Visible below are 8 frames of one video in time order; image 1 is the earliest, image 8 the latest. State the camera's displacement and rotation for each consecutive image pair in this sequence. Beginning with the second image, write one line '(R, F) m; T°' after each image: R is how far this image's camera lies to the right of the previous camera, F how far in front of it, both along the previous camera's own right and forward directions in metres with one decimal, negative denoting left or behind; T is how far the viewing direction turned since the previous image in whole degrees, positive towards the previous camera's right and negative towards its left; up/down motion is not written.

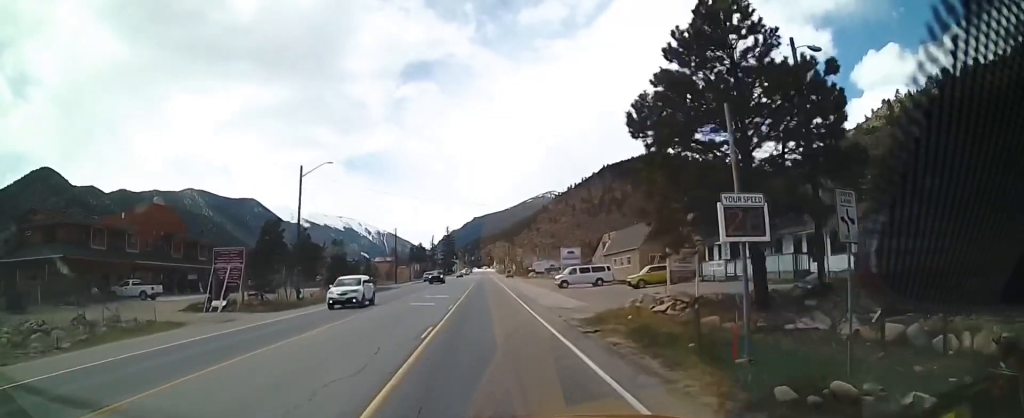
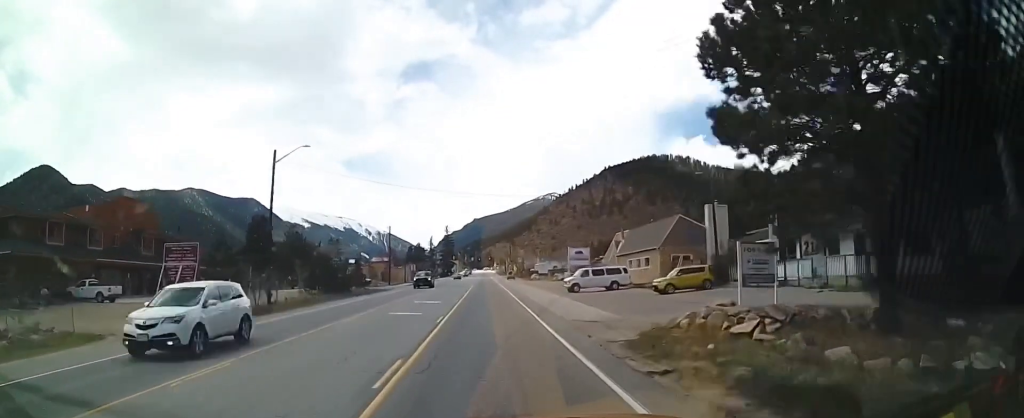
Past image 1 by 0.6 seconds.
(-0.3, +7.0) m; 0°
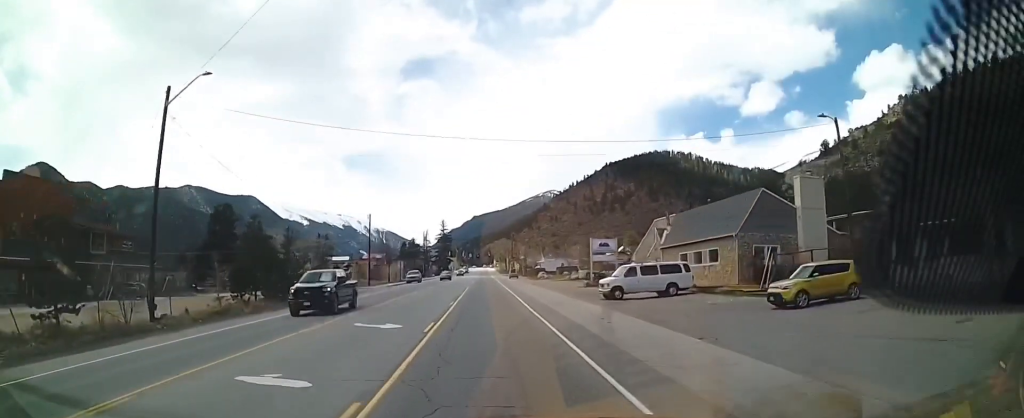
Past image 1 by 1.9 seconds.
(+0.5, +16.4) m; +3°
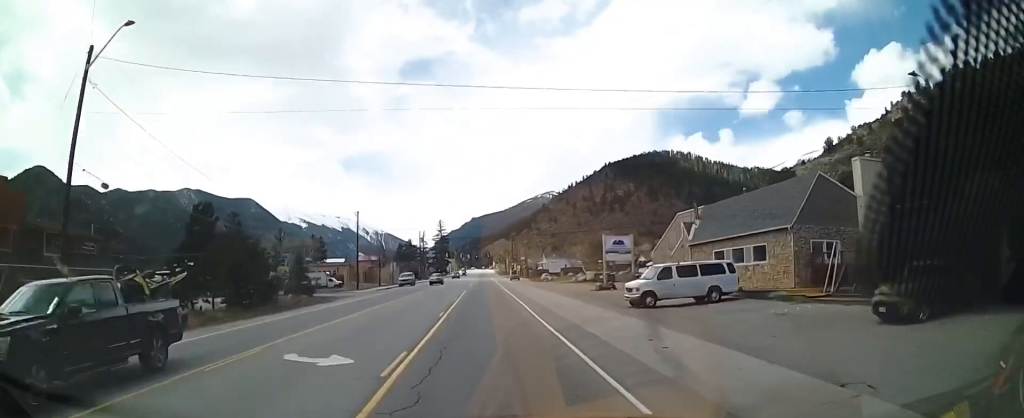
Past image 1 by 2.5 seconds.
(-0.1, +7.0) m; 0°
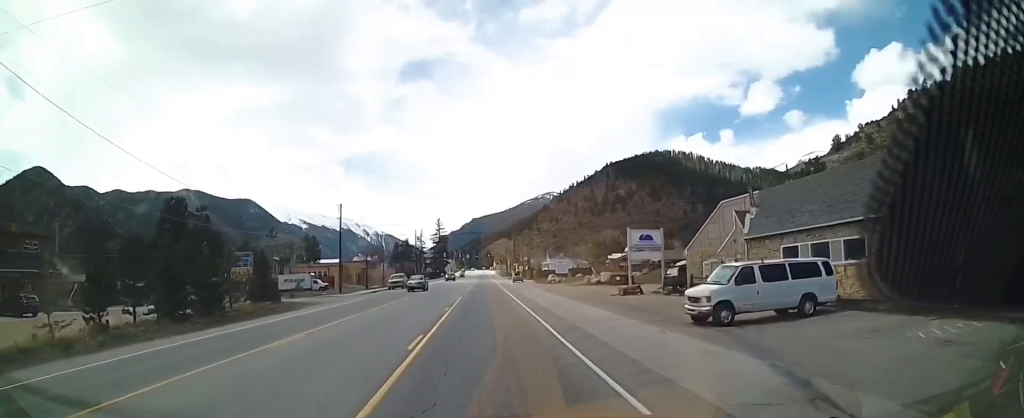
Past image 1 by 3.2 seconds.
(0.0, +9.0) m; 0°
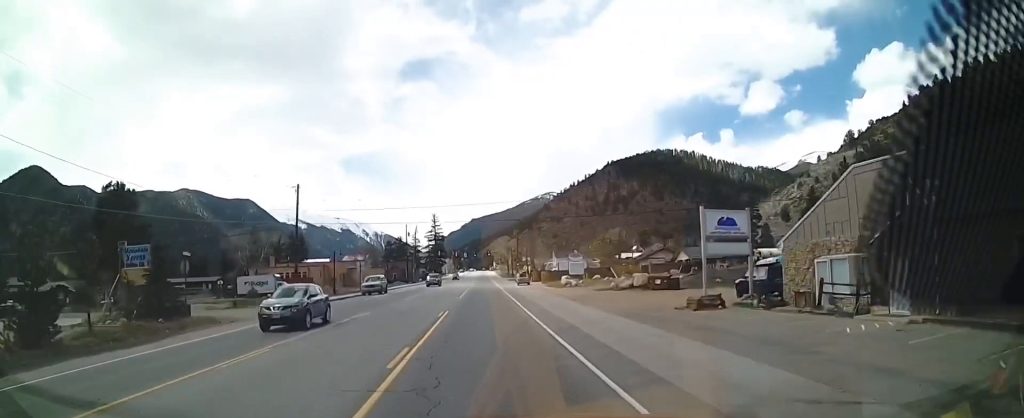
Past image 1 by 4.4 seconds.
(0.0, +15.3) m; -2°
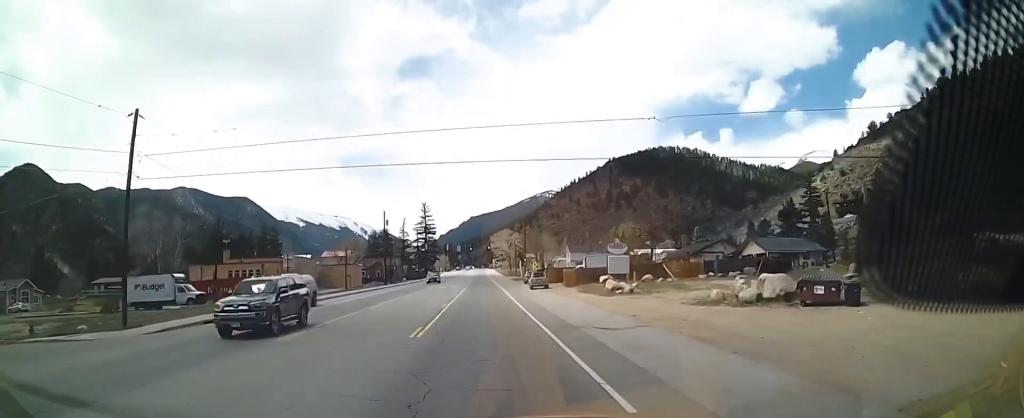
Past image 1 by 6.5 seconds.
(-1.0, +25.2) m; 0°
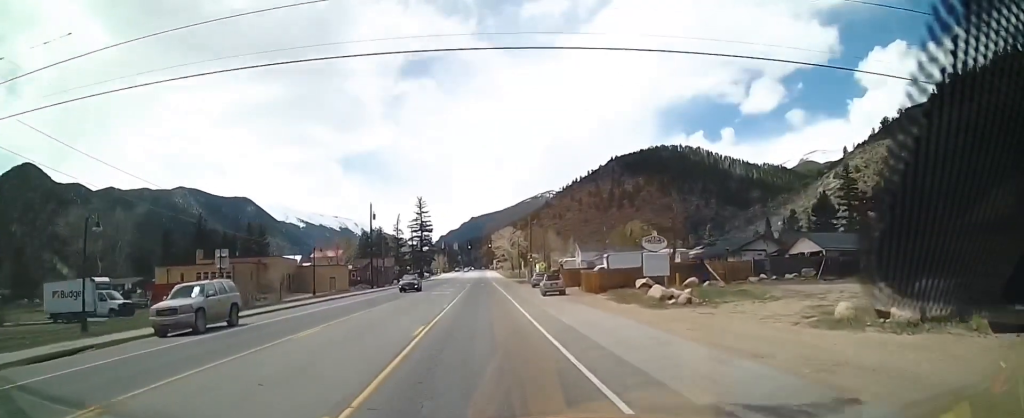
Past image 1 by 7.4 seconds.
(+0.5, +11.6) m; +2°
